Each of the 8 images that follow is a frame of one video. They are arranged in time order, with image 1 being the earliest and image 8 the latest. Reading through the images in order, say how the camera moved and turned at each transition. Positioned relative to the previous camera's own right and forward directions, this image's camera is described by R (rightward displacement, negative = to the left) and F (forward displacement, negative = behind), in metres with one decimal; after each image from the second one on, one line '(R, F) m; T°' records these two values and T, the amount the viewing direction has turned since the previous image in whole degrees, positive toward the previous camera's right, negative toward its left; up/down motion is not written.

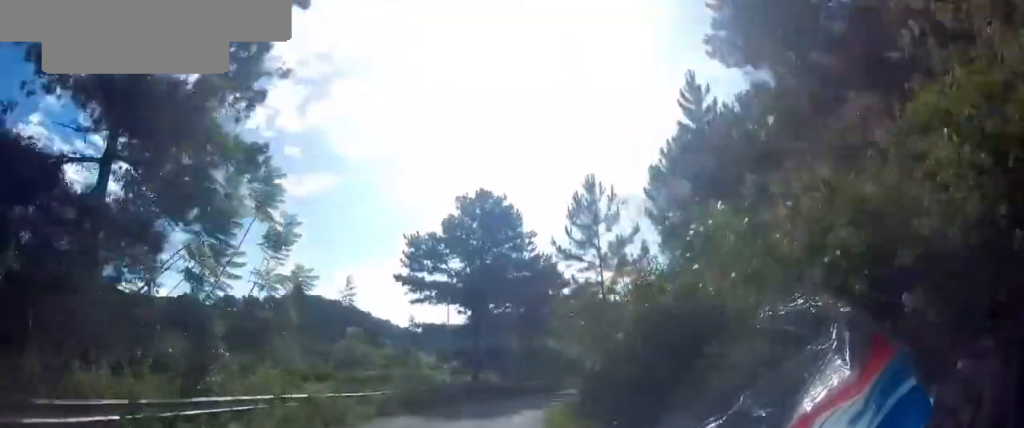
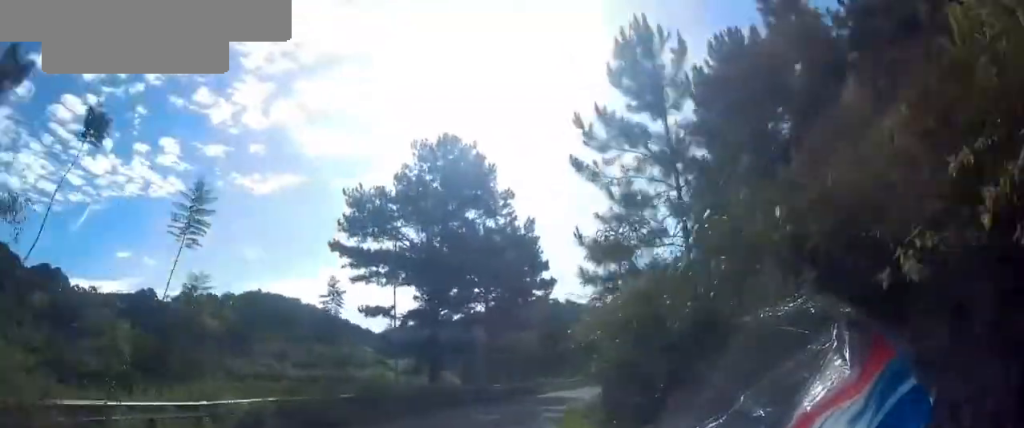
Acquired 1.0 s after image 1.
(+0.6, +10.7) m; +6°
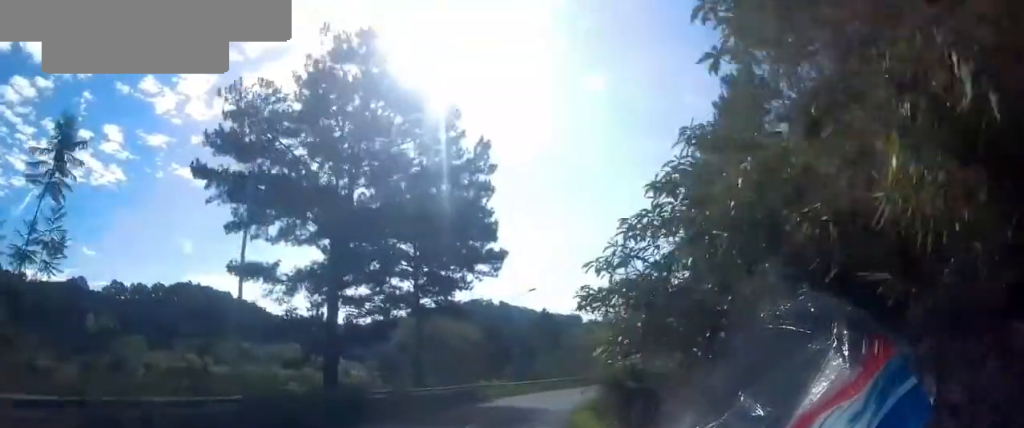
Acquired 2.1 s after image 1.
(+0.8, +12.0) m; +7°
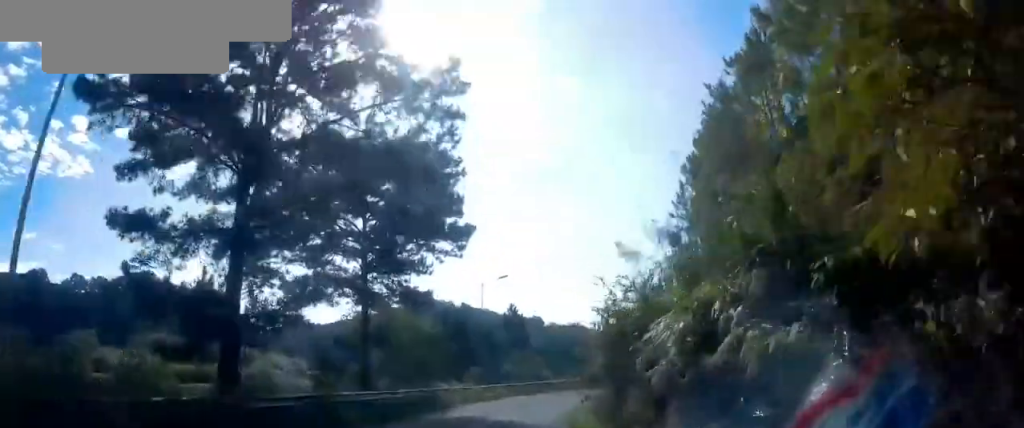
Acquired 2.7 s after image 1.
(+0.2, +7.0) m; +3°
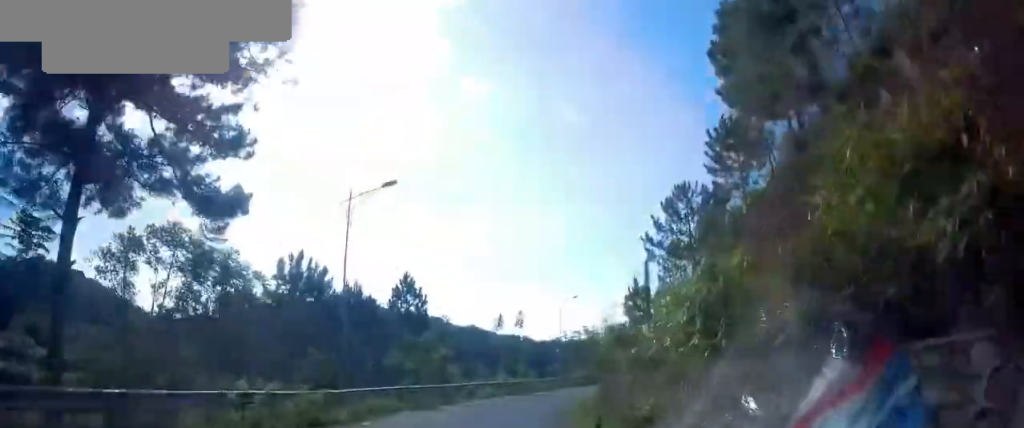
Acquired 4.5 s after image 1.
(+2.0, +18.2) m; +25°
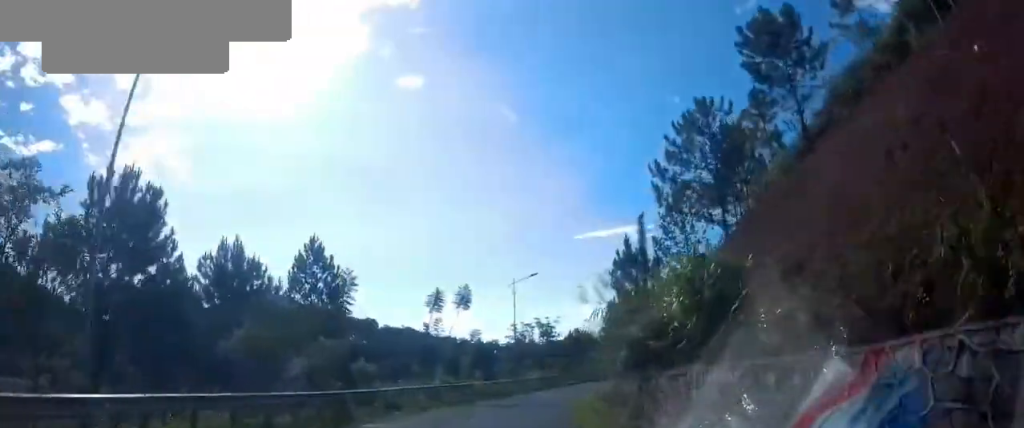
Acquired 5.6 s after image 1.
(+3.2, +12.3) m; -4°
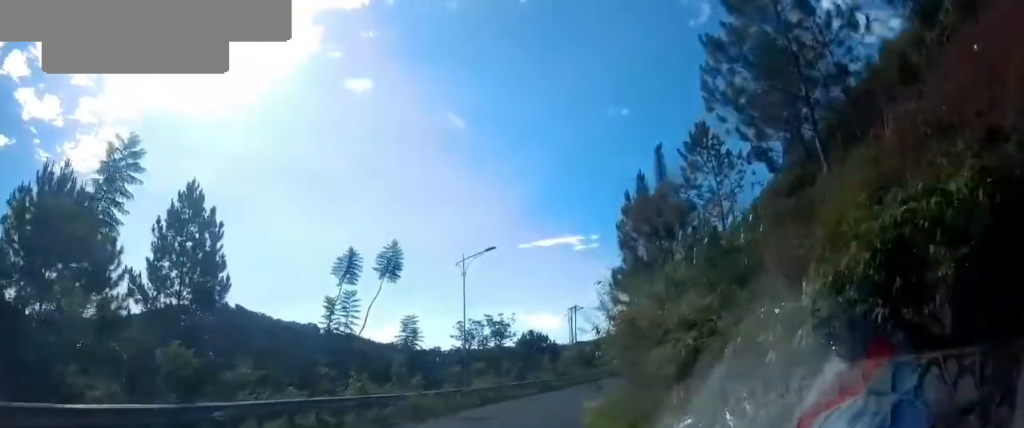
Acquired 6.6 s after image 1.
(-4.1, +10.5) m; -10°
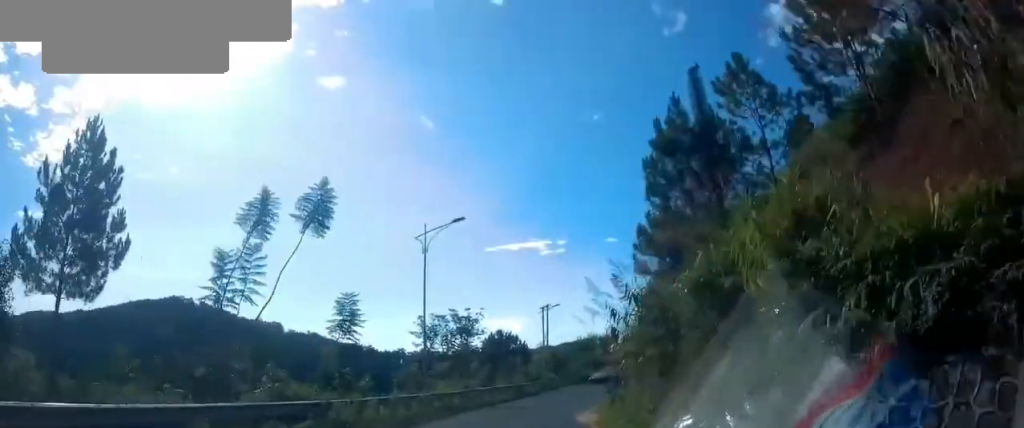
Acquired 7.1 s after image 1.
(+1.0, +6.5) m; +8°
